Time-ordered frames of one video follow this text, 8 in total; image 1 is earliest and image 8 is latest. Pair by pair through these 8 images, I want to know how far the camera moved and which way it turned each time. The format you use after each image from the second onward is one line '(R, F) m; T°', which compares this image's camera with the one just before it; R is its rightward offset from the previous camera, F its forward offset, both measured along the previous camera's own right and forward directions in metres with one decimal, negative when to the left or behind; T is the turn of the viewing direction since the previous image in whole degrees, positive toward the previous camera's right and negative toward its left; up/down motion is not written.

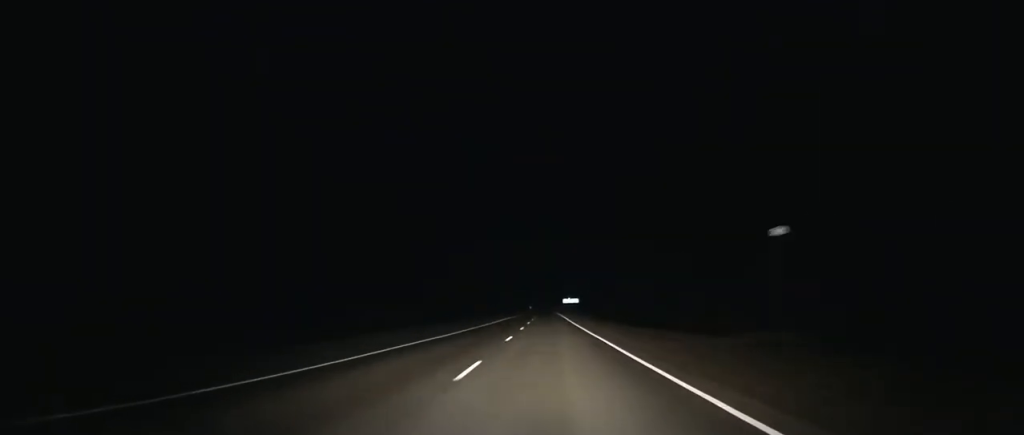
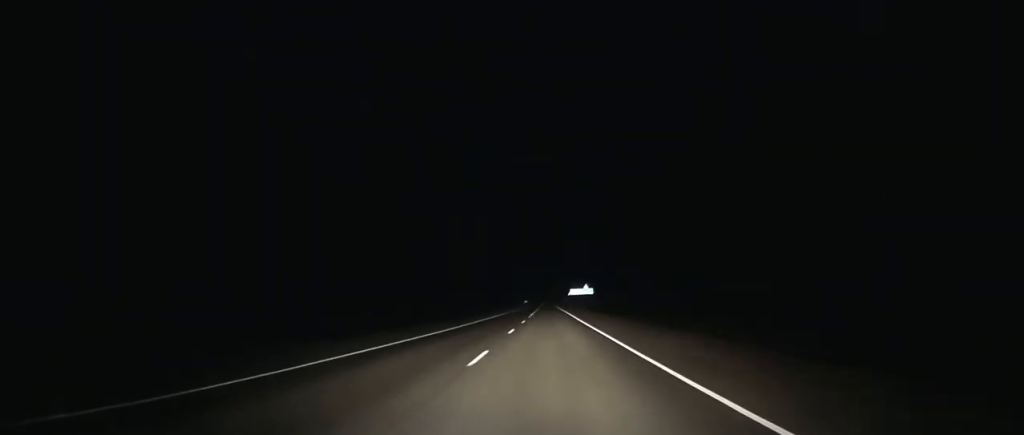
(0.0, +67.0) m; 0°
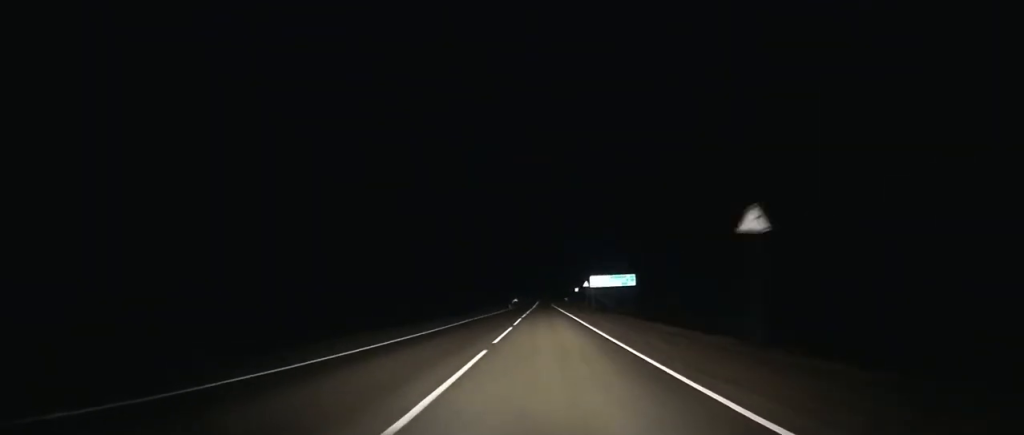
(+0.2, +70.3) m; 0°
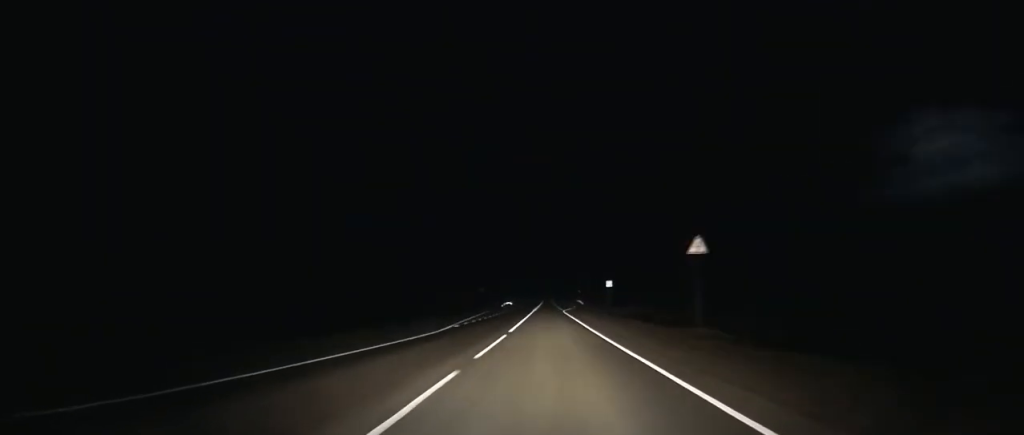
(+0.2, +66.8) m; 0°
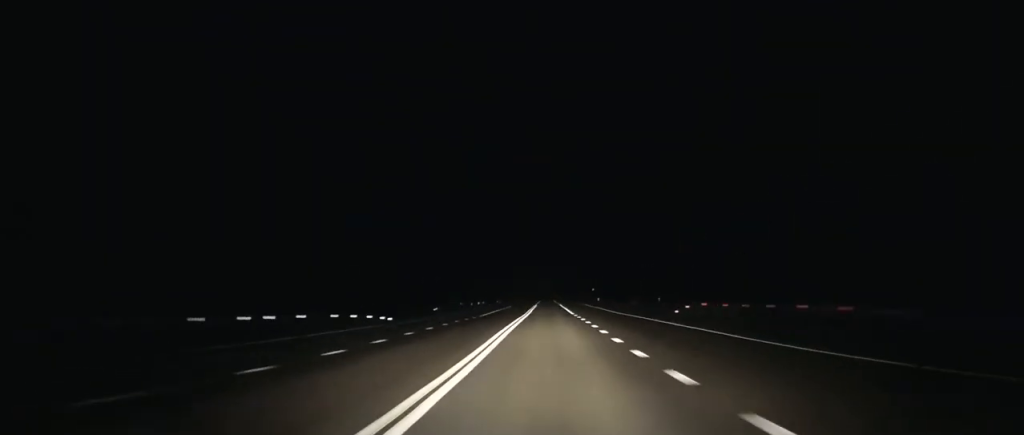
(-0.7, +135.4) m; 0°
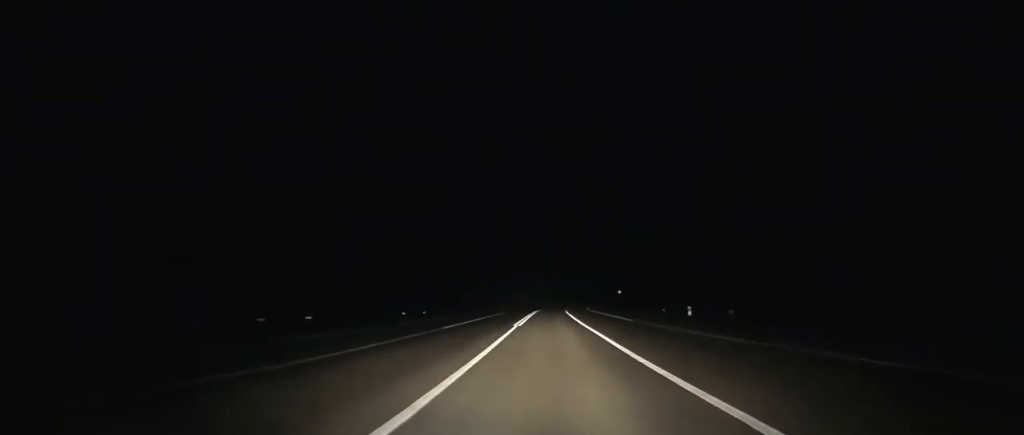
(+0.3, +96.9) m; +1°
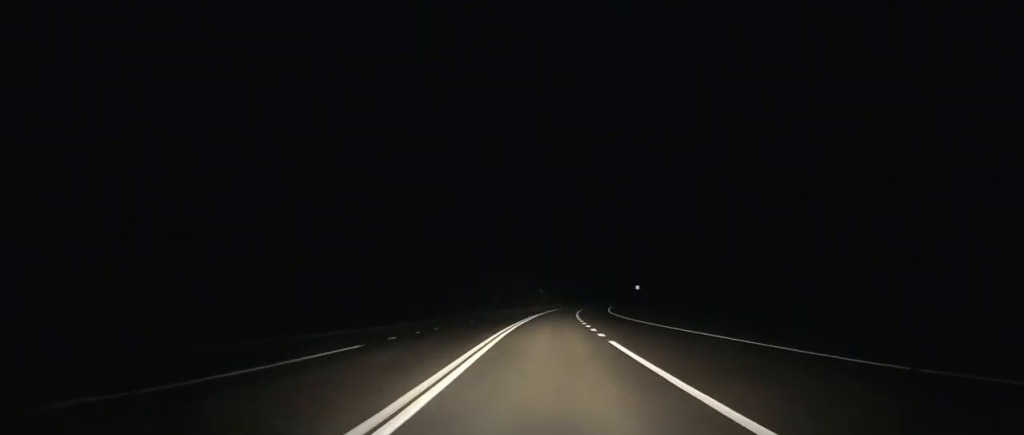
(+0.4, +51.1) m; +2°
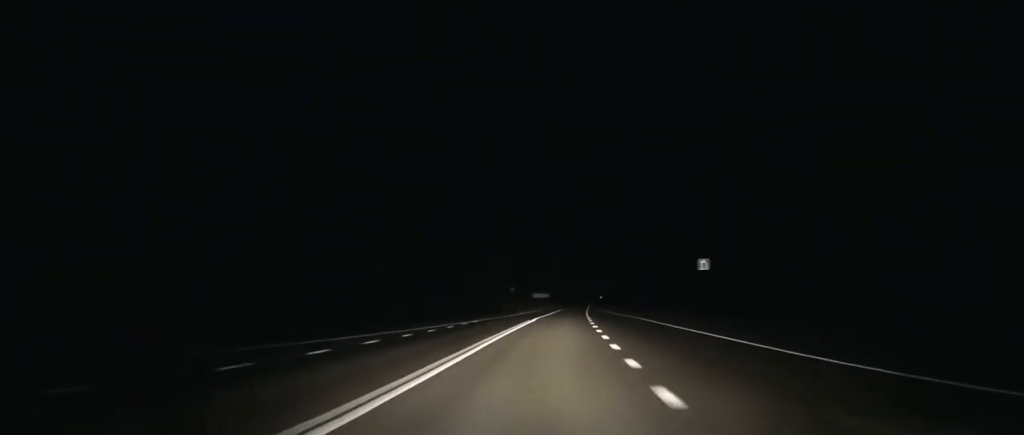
(+3.9, +92.5) m; +5°
